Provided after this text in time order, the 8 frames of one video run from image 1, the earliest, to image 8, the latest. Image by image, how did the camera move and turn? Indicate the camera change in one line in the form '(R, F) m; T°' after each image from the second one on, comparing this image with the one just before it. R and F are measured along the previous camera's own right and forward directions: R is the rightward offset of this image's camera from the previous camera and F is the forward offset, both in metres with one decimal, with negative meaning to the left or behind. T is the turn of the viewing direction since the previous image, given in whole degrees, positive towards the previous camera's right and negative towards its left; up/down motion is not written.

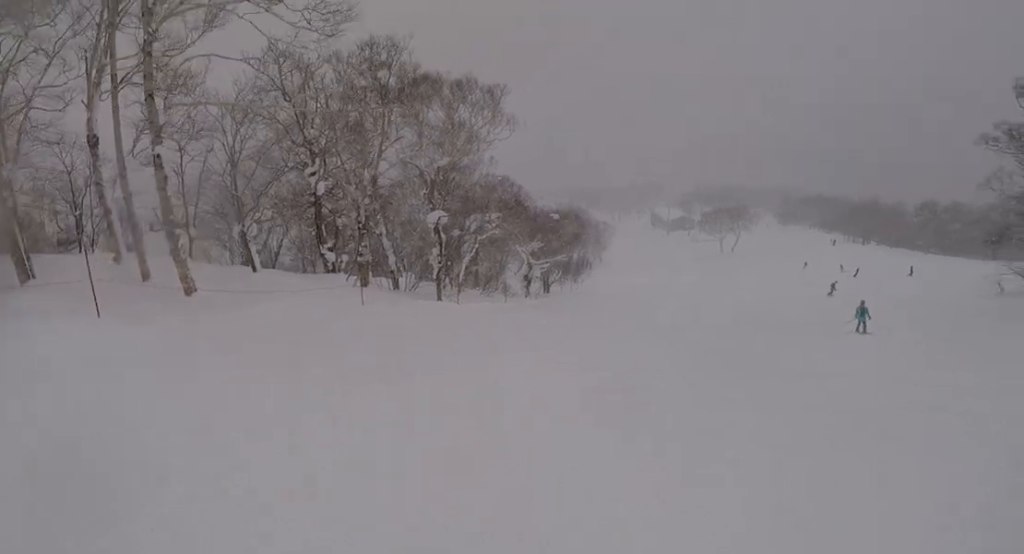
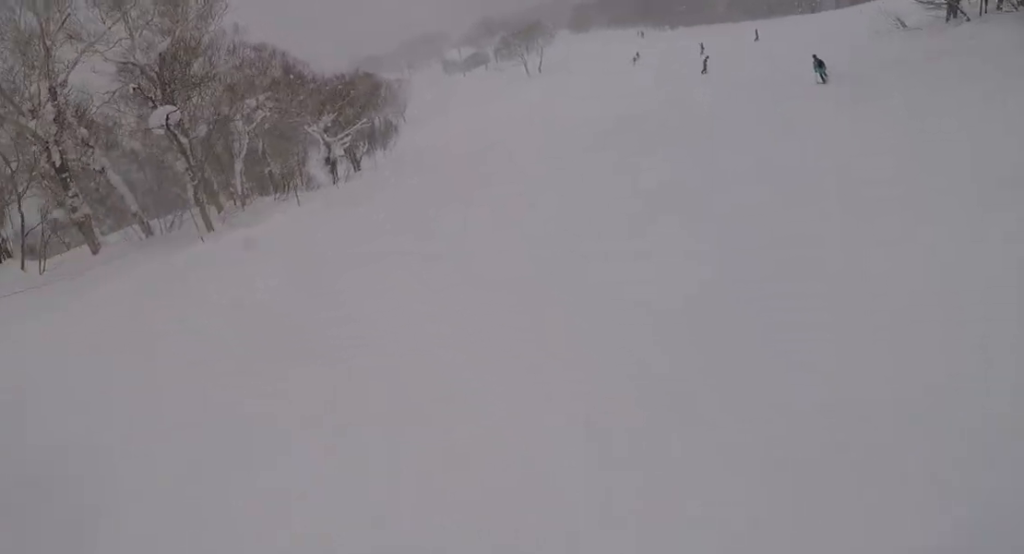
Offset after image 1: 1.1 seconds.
(+1.9, +11.4) m; +16°
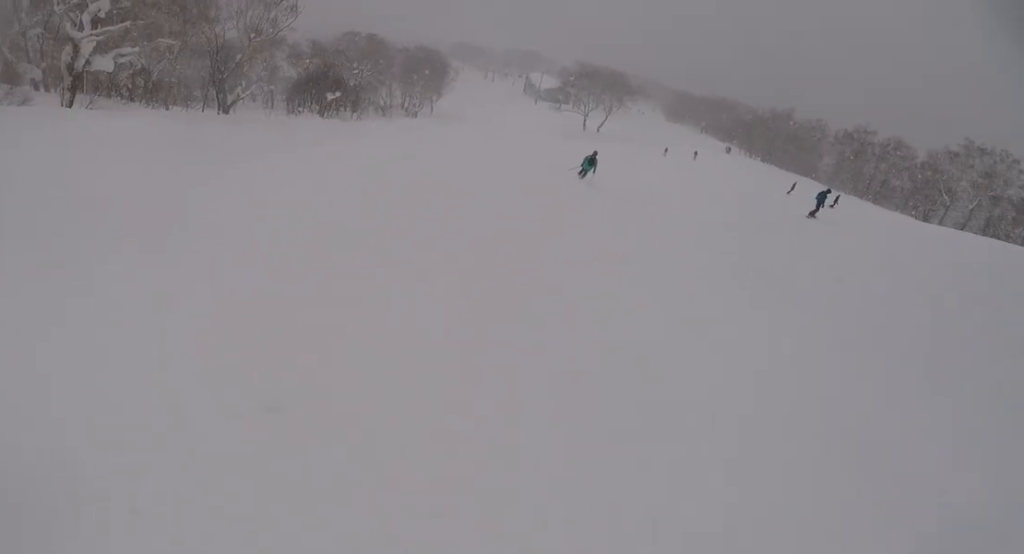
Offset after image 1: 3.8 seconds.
(-1.3, +28.7) m; -24°
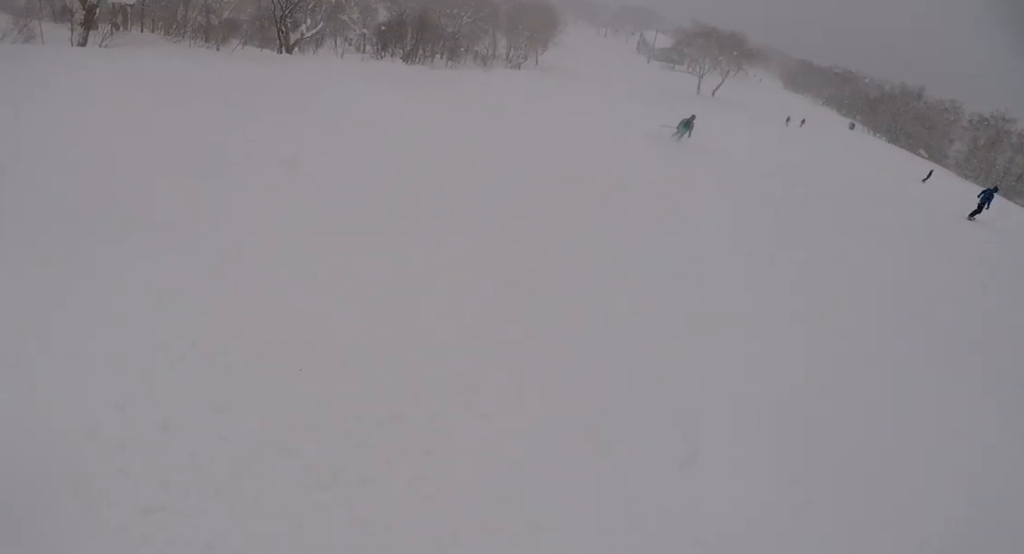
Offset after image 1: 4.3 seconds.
(-0.5, +6.2) m; -1°
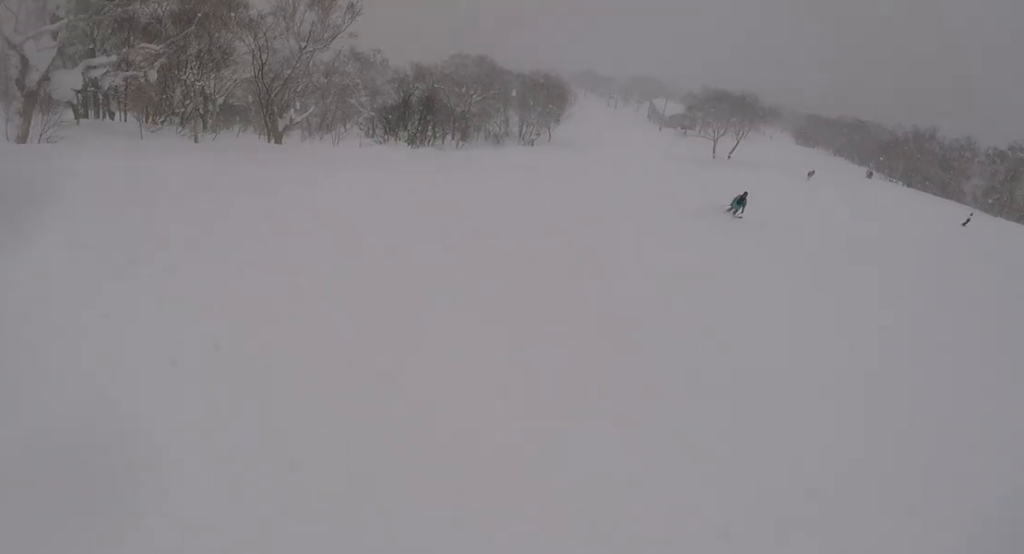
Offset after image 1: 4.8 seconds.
(-0.3, +5.4) m; +1°
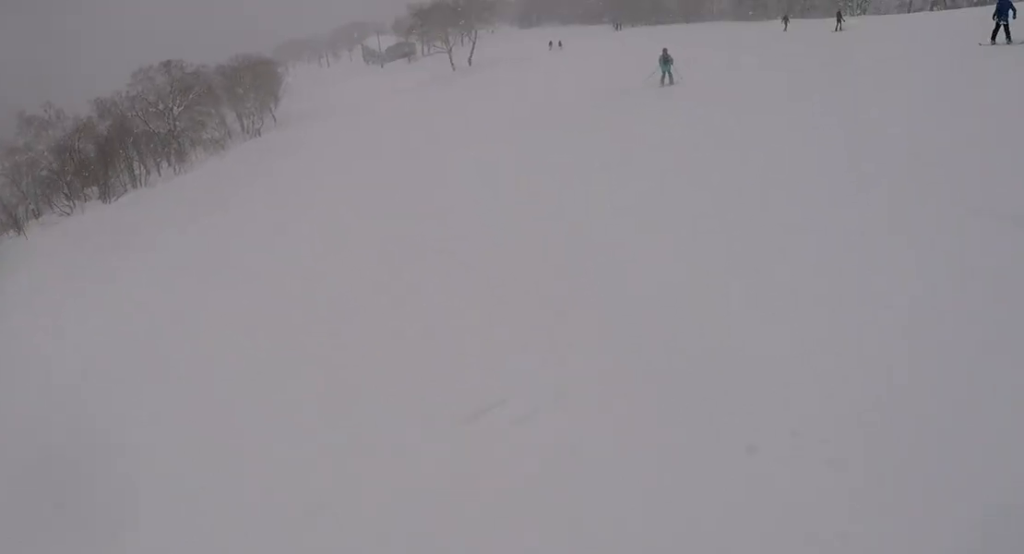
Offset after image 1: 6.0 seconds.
(+1.5, +12.1) m; +19°
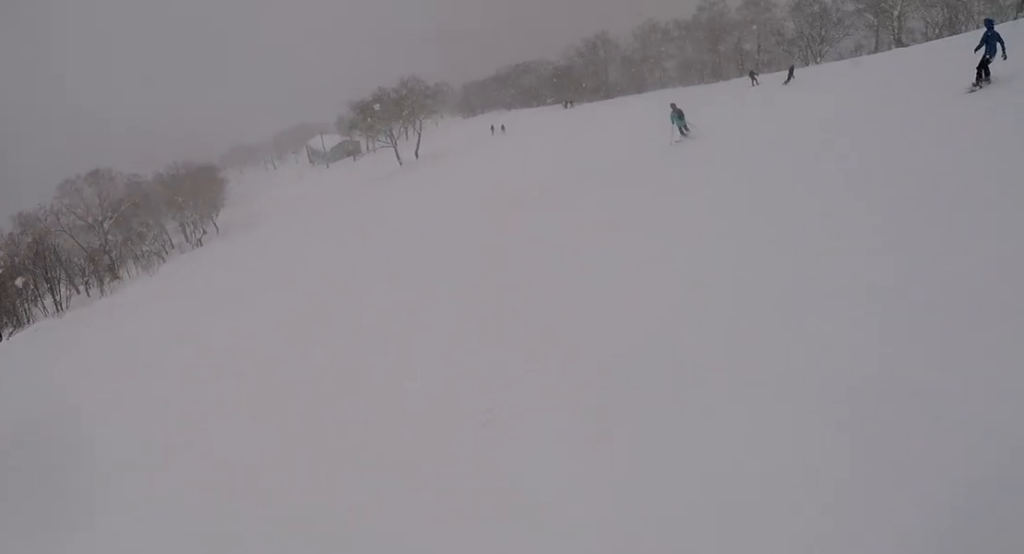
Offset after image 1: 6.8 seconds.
(+0.9, +7.4) m; +17°
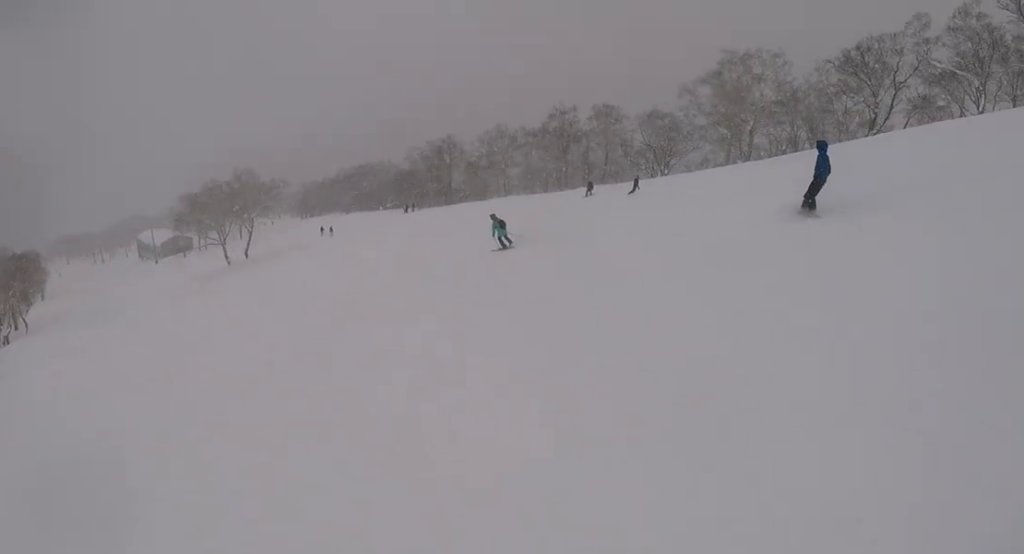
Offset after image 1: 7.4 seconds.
(+0.9, +5.3) m; +7°
